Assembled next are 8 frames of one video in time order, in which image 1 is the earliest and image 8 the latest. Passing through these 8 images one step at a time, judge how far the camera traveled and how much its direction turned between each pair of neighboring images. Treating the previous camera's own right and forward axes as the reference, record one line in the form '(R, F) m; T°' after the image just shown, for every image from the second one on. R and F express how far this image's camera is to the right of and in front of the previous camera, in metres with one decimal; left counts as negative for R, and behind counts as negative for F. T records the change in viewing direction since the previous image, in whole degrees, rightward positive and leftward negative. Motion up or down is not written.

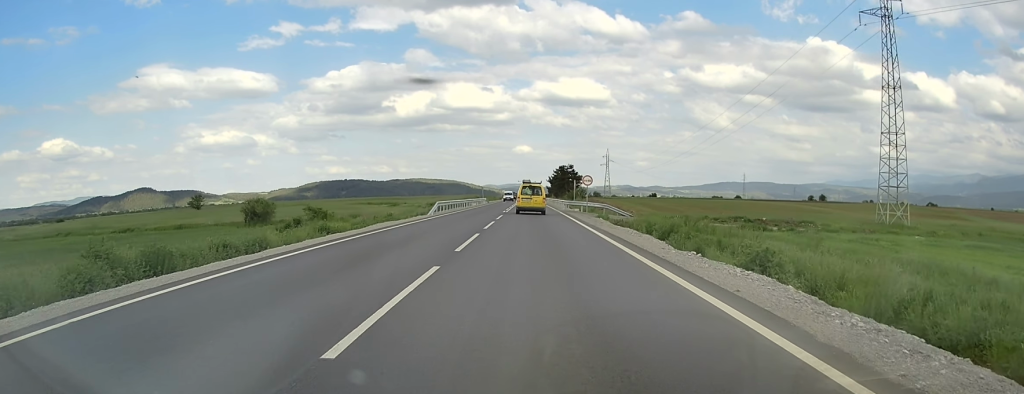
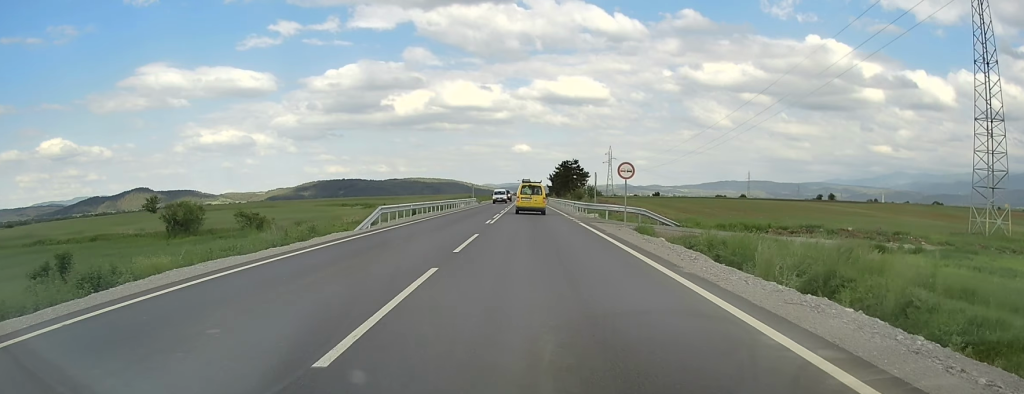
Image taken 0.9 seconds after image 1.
(+0.1, +18.4) m; 0°
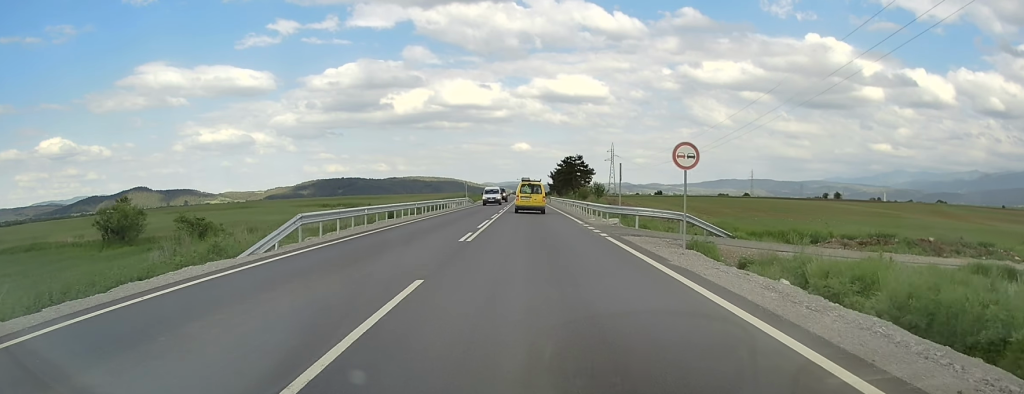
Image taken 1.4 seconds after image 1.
(-0.2, +10.5) m; 0°
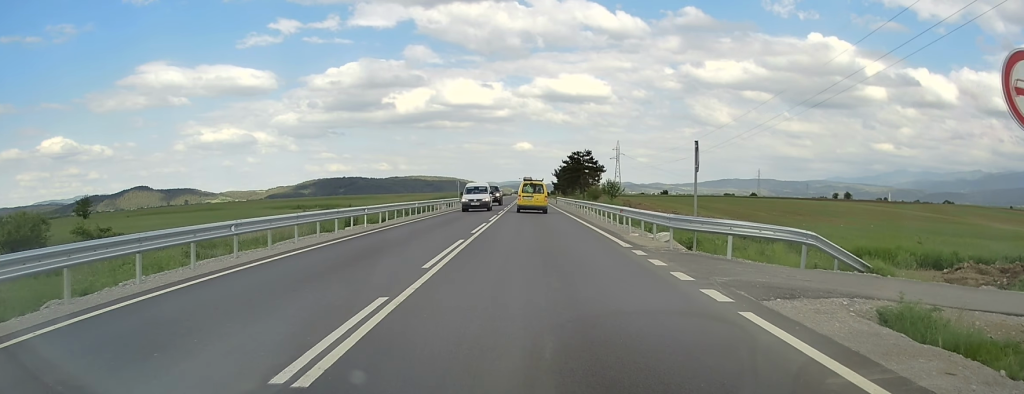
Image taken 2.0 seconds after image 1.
(+0.1, +12.6) m; 0°
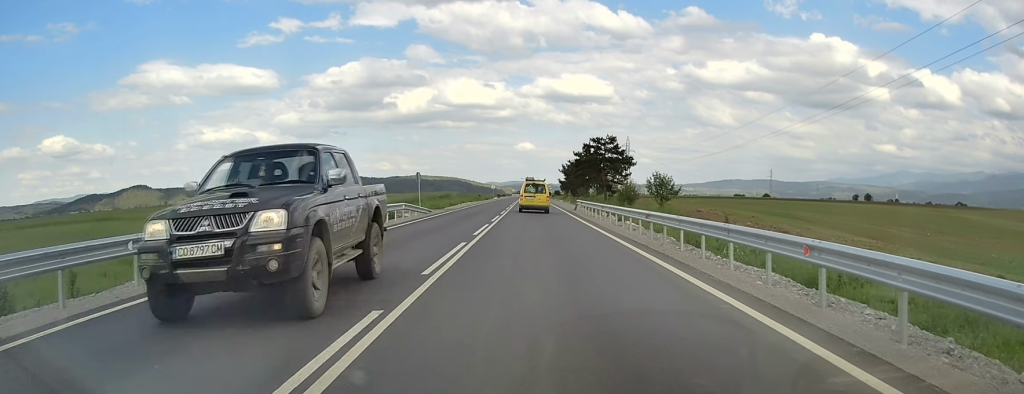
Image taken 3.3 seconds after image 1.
(0.0, +28.4) m; -1°
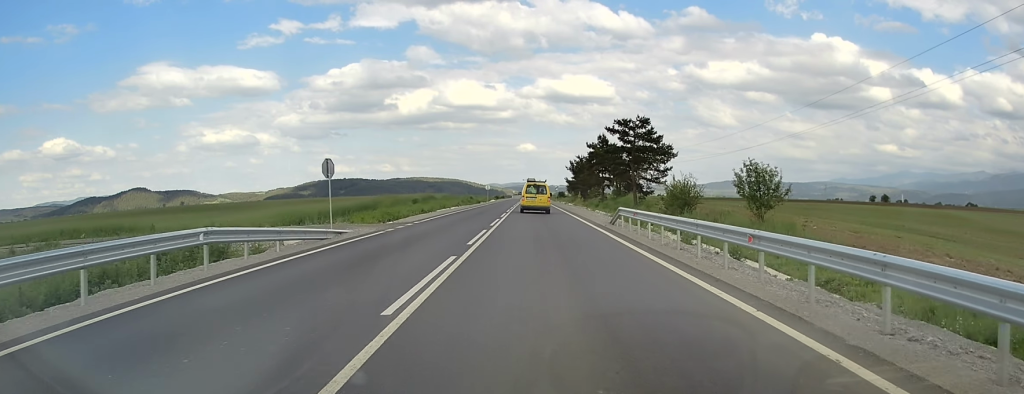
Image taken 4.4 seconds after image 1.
(-0.1, +21.4) m; +1°
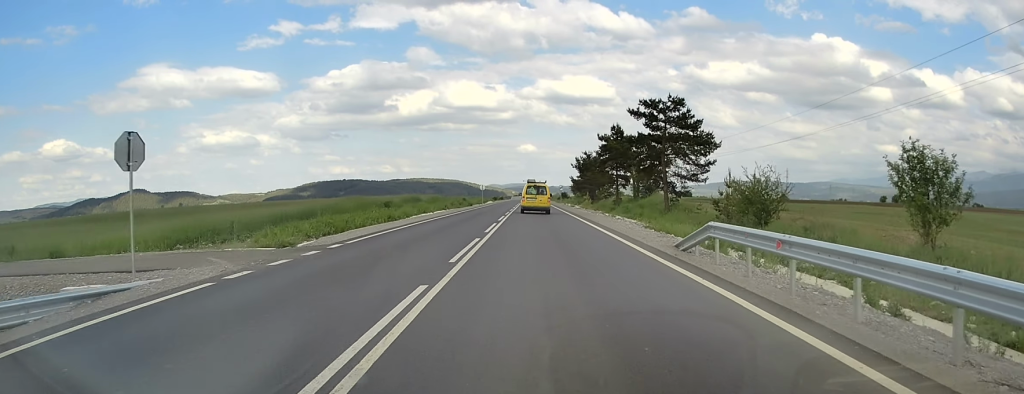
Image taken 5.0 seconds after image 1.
(+0.2, +13.2) m; 0°
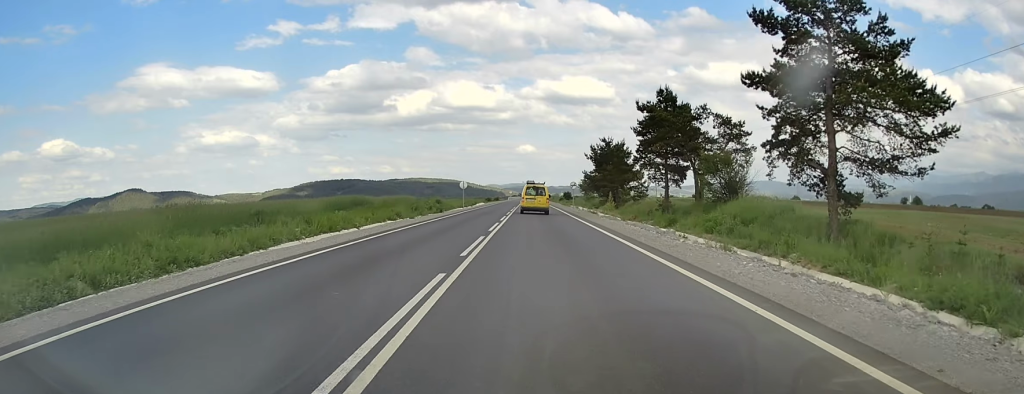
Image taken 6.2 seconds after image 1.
(-0.1, +26.1) m; 0°
